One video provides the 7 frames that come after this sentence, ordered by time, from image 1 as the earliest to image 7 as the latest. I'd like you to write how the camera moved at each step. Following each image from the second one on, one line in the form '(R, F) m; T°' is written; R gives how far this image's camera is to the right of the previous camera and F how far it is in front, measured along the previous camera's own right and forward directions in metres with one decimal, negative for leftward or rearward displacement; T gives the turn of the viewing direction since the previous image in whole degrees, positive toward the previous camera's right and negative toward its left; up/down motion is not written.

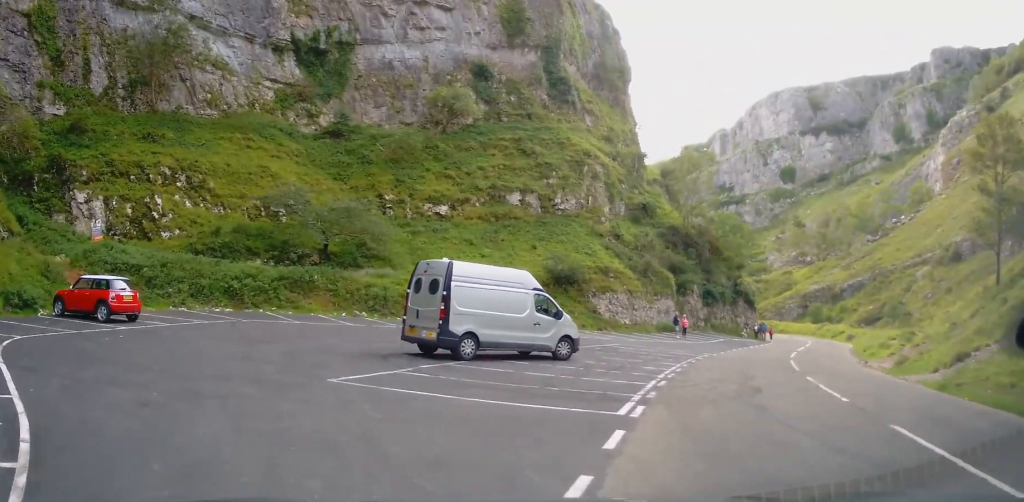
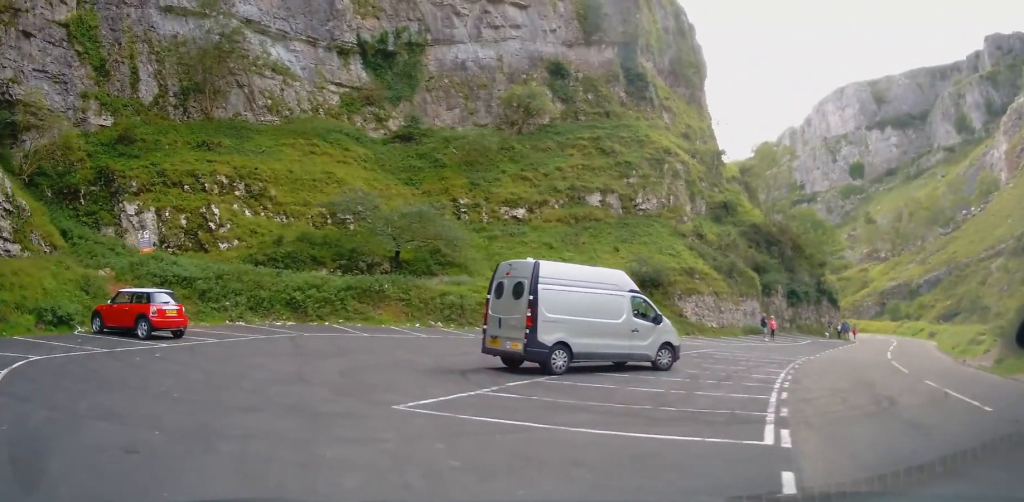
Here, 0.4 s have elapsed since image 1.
(-0.4, +2.0) m; -7°
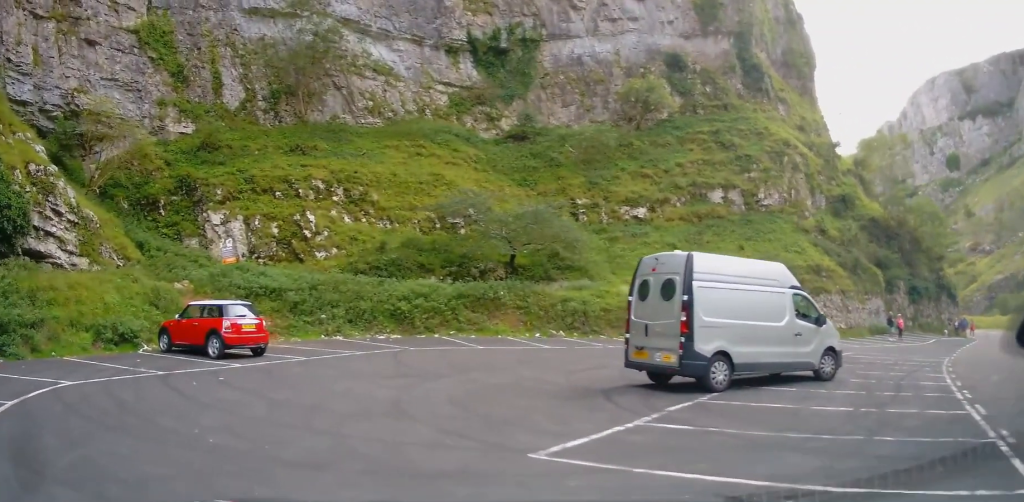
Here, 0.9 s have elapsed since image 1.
(-0.2, +2.7) m; -9°
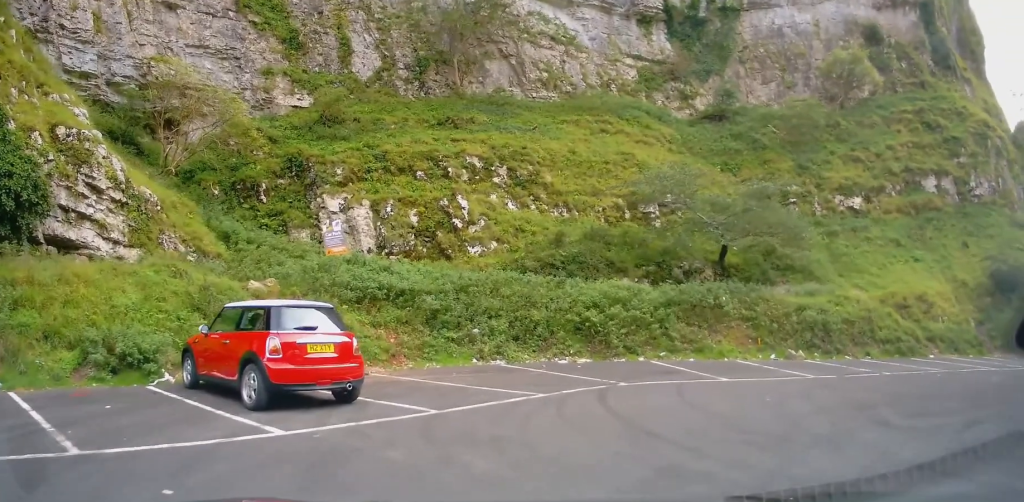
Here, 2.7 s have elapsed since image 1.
(-1.1, +7.6) m; -5°
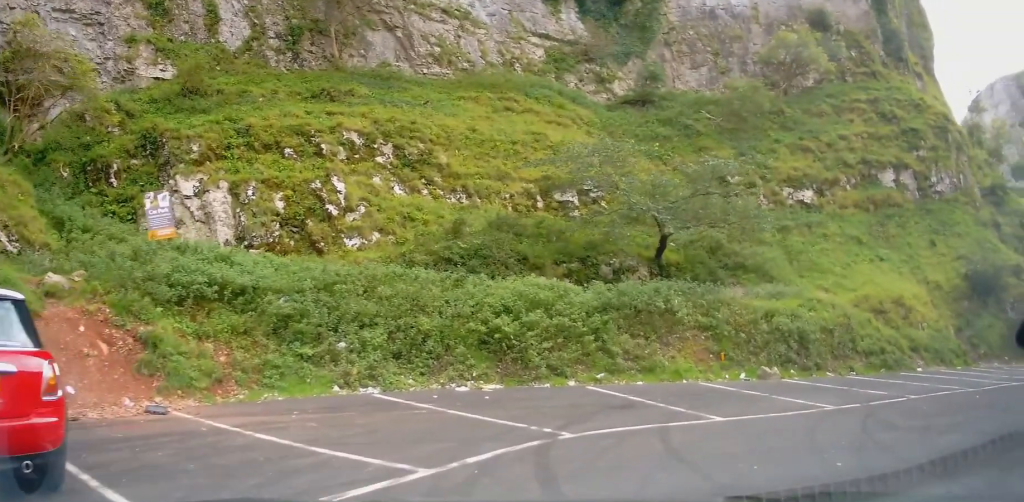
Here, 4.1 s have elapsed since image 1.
(+0.7, +4.8) m; +14°
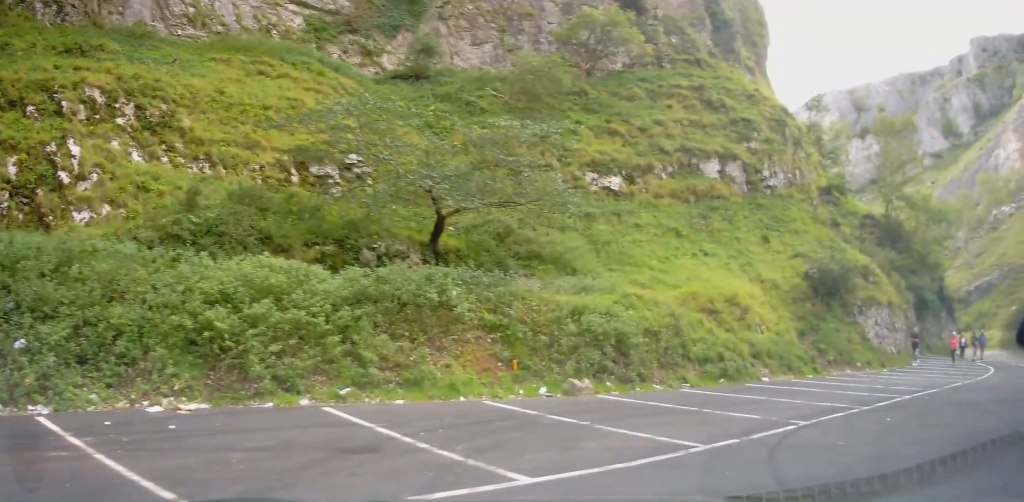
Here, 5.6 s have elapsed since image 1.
(+0.4, +3.9) m; +21°
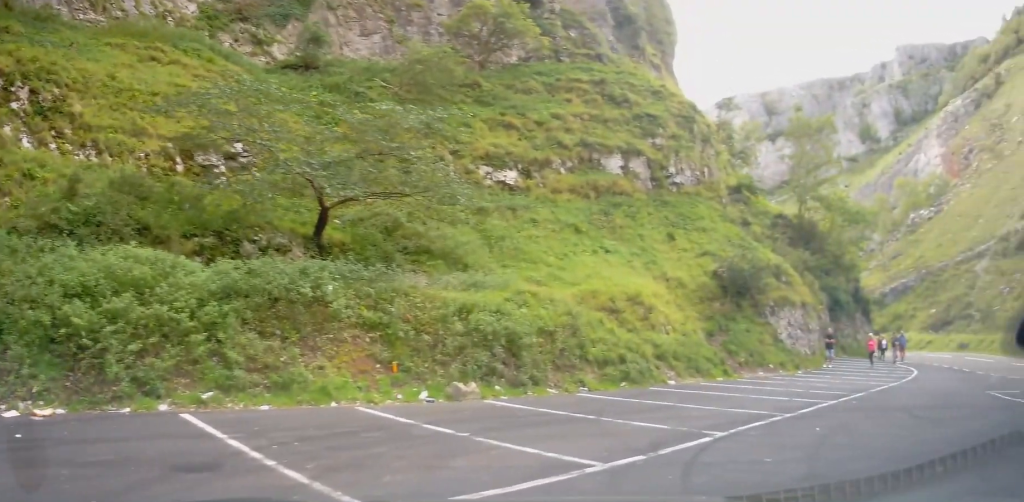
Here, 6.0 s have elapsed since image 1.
(-0.1, +1.1) m; +10°
